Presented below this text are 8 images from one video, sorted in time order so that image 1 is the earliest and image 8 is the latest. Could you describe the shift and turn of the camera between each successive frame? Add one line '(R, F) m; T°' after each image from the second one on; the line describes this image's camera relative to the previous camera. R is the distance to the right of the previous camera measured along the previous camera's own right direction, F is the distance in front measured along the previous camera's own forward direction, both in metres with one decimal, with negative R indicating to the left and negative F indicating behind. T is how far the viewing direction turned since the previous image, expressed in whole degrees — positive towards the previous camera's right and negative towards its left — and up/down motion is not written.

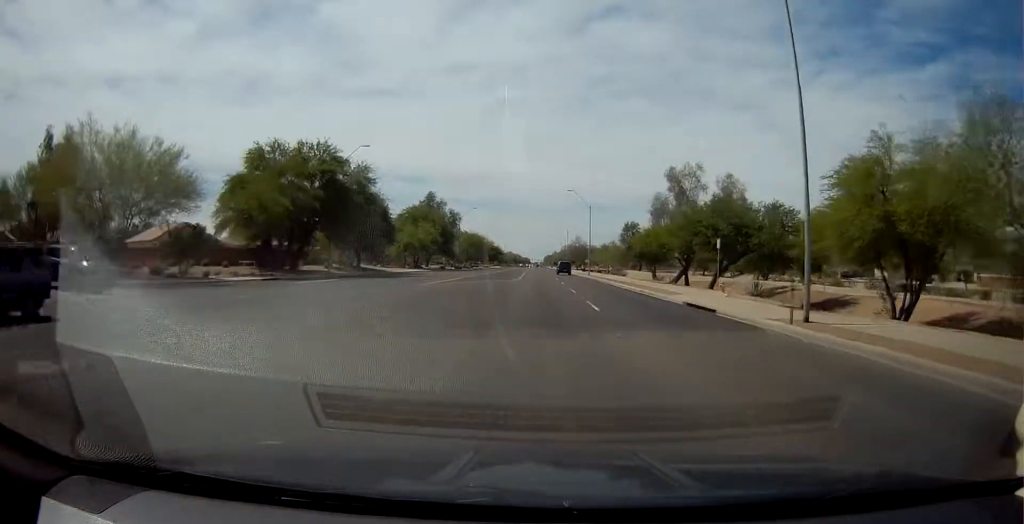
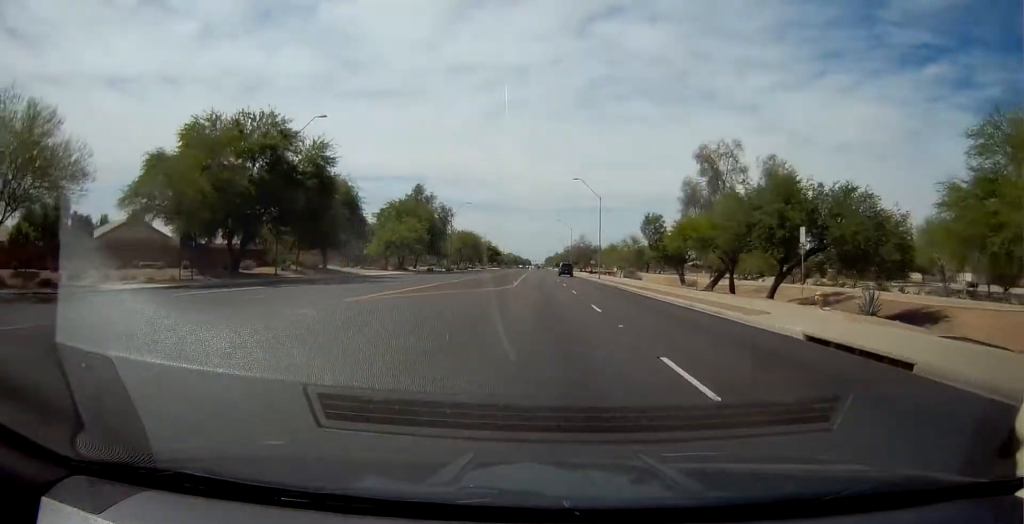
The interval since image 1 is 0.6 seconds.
(0.0, +12.3) m; 0°
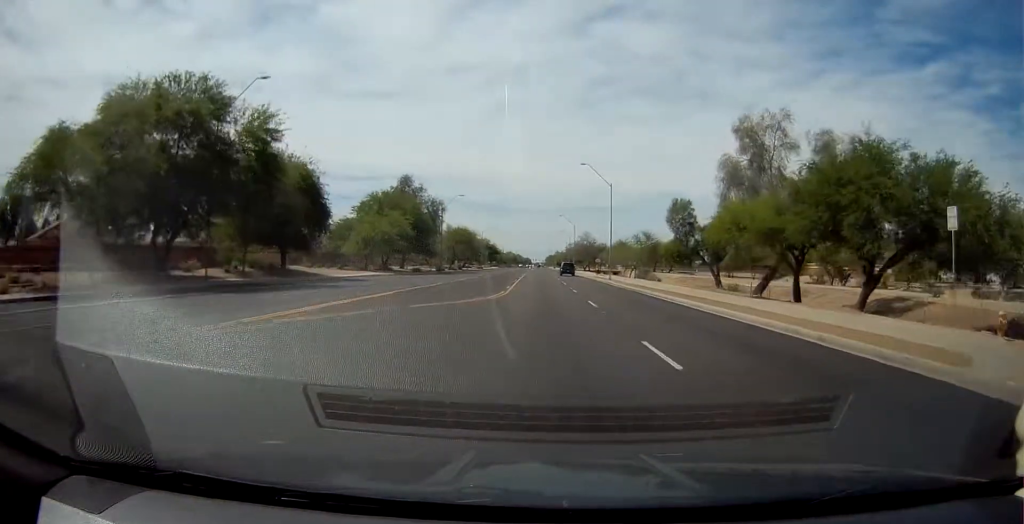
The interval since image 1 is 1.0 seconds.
(0.0, +10.5) m; 0°
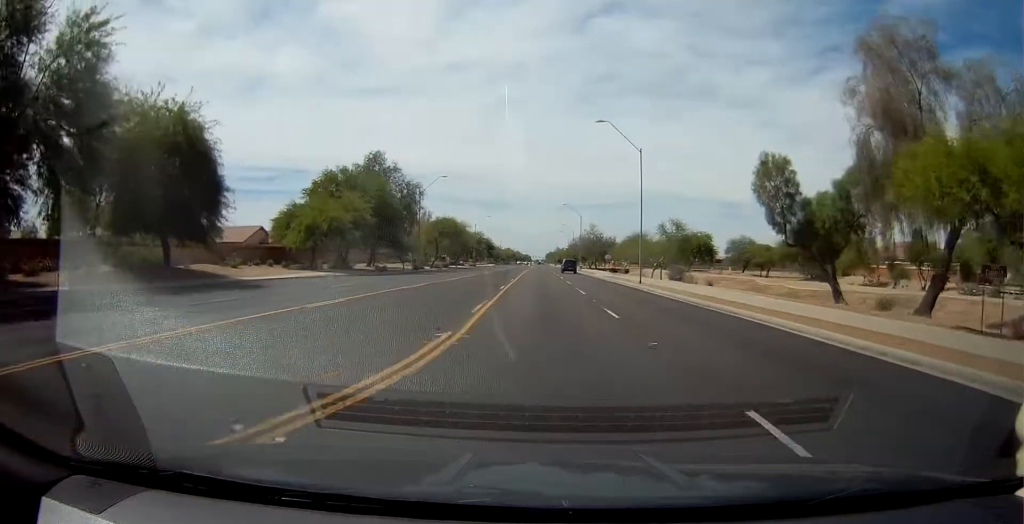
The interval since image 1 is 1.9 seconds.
(0.0, +17.6) m; 0°
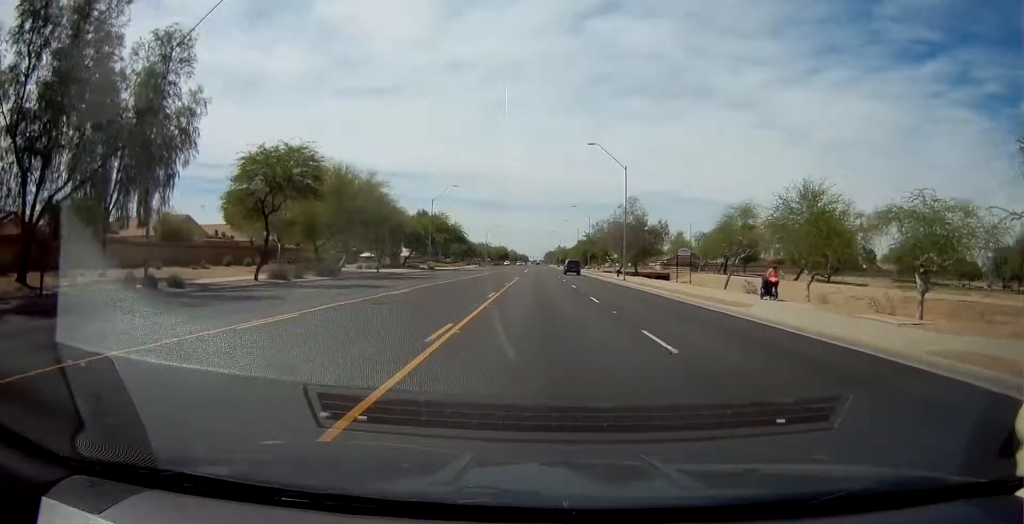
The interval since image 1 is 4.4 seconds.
(-0.9, +55.3) m; -2°
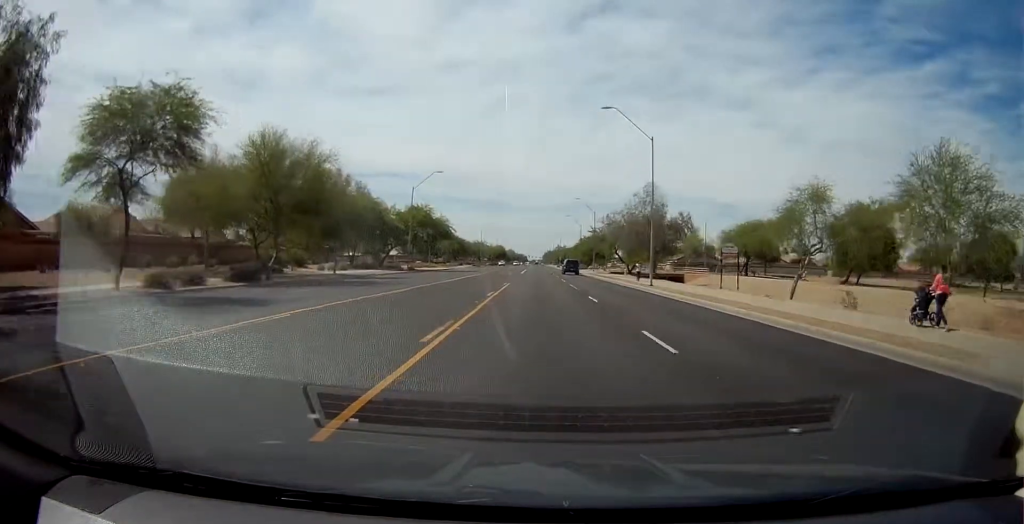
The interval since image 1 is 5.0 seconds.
(-0.2, +12.6) m; +1°
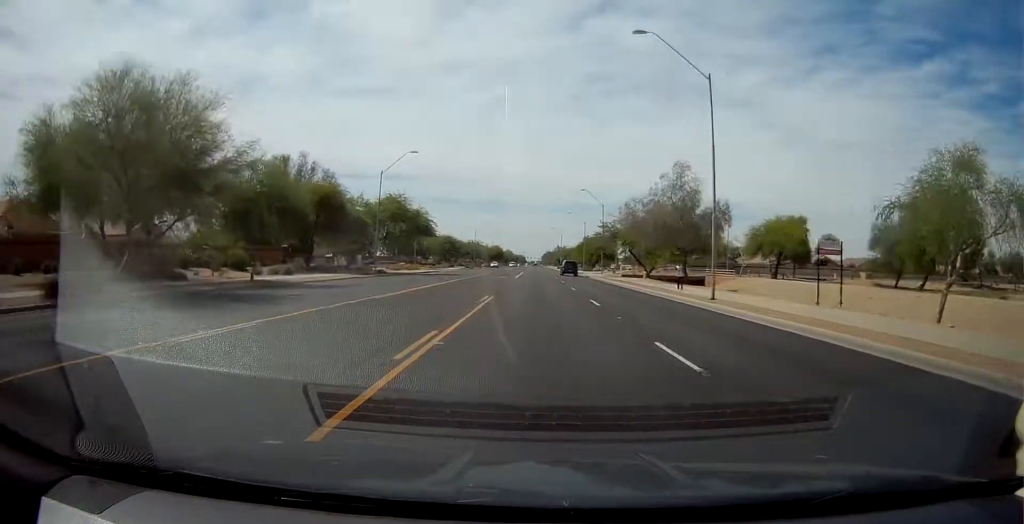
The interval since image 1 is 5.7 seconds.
(+0.3, +13.9) m; +3°
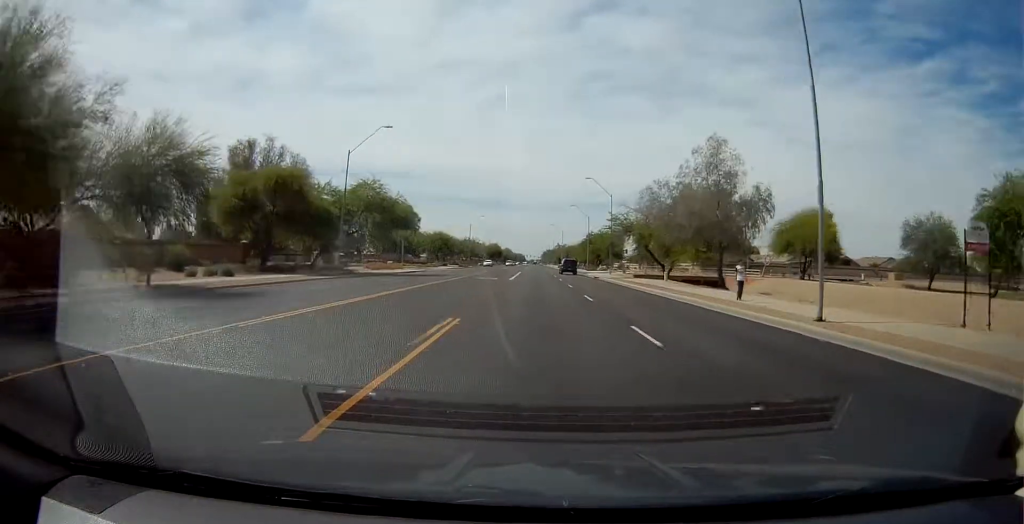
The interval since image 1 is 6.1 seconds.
(+0.2, +10.0) m; +1°
